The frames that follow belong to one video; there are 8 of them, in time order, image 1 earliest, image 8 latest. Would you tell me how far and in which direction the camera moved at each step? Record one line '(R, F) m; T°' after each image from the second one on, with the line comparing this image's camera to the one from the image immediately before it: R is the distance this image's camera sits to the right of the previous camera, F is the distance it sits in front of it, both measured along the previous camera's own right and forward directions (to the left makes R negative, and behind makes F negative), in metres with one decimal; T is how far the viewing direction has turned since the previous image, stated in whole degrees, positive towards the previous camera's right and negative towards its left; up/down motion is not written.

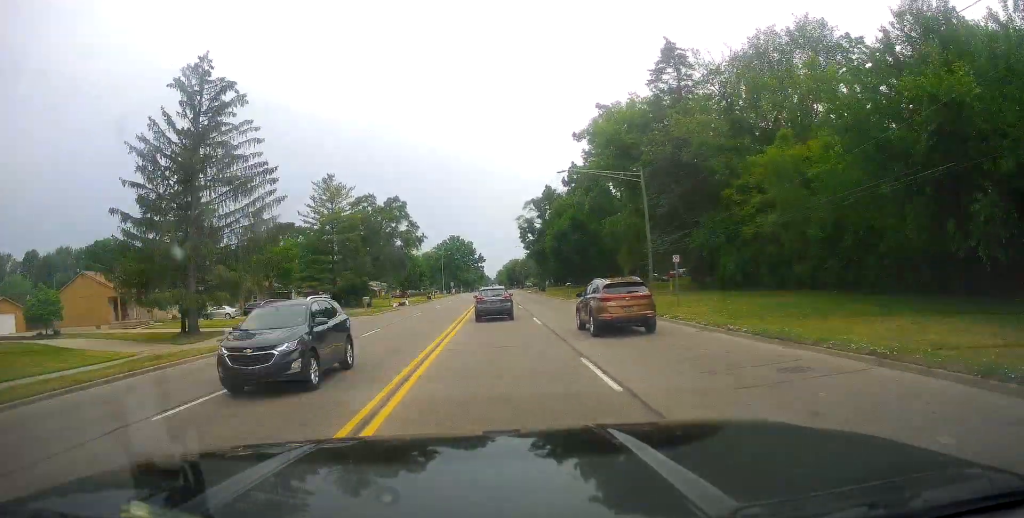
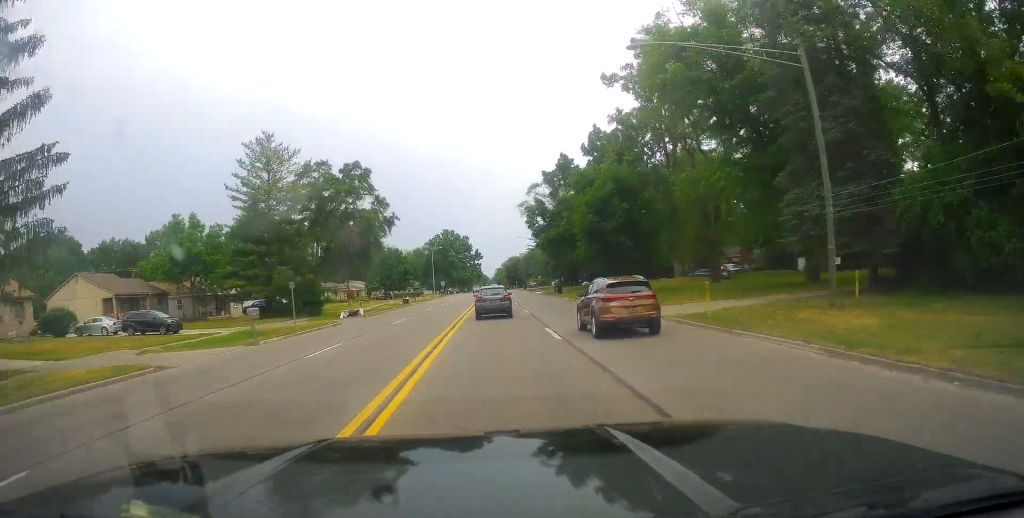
(+0.6, +22.0) m; 0°
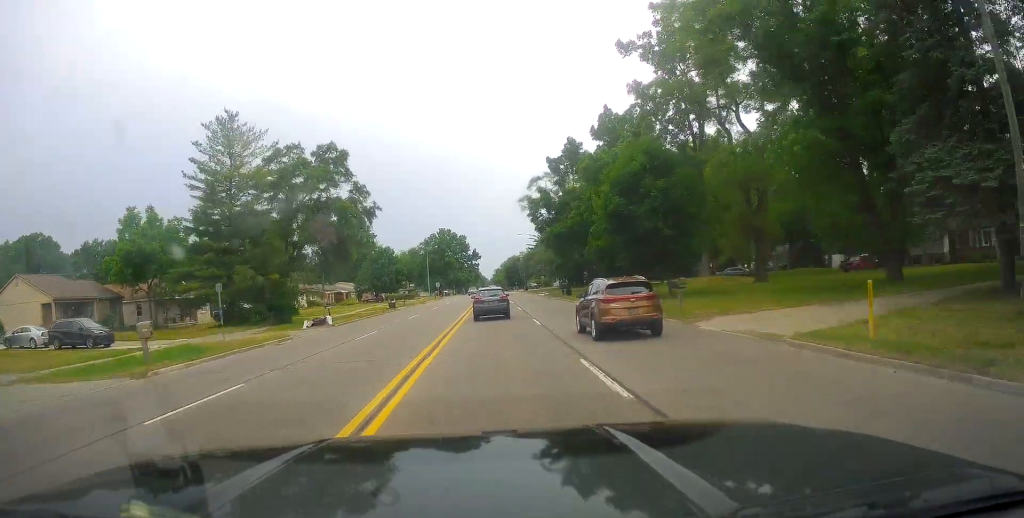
(-0.4, +8.4) m; 0°
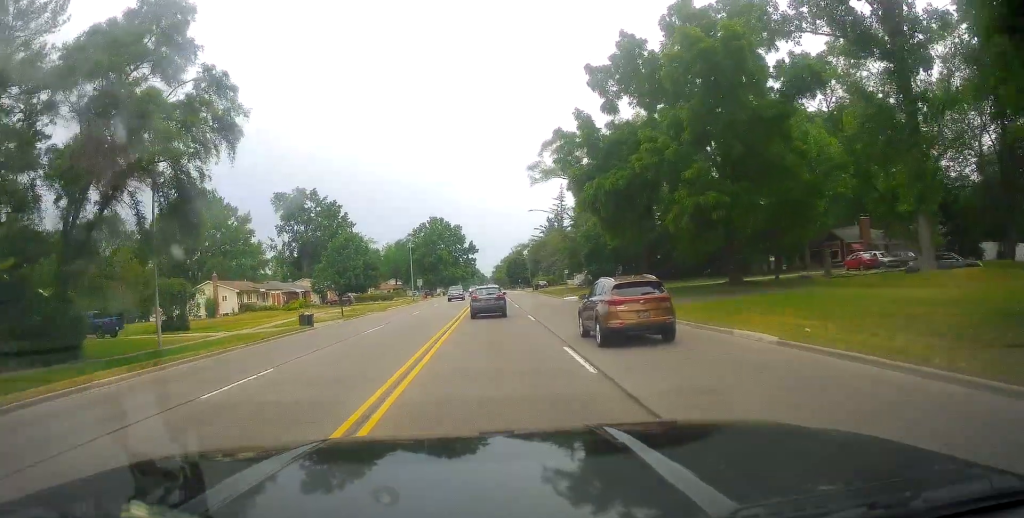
(+0.6, +28.2) m; +1°
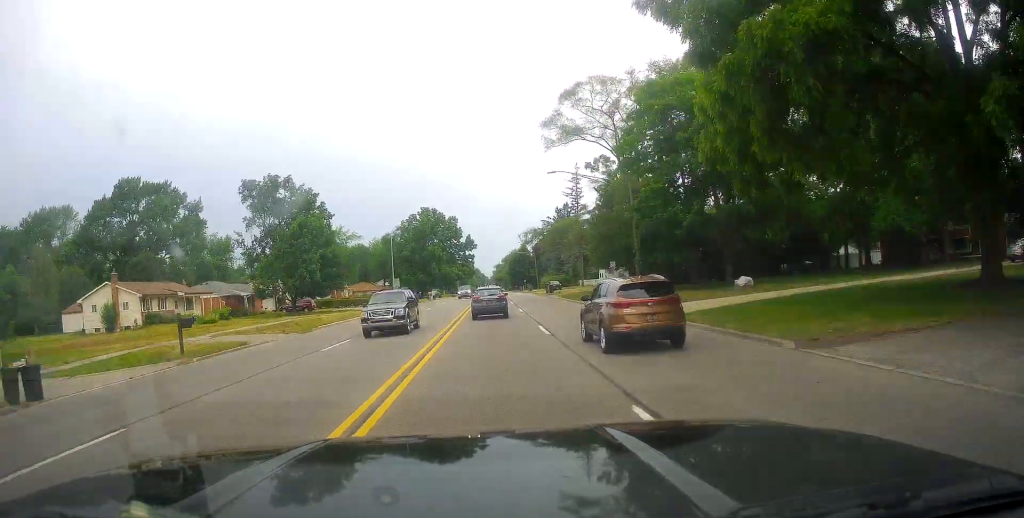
(0.0, +22.8) m; -1°
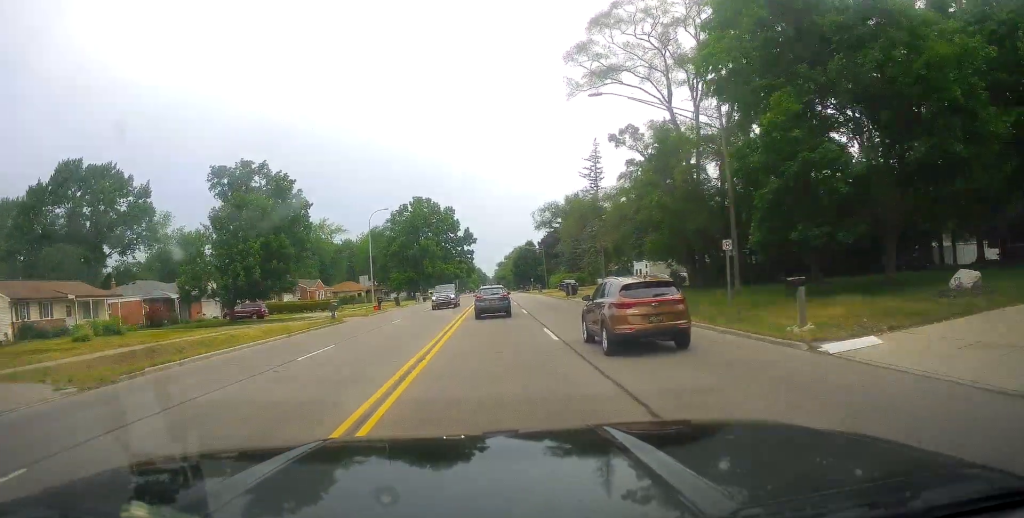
(-0.3, +17.8) m; -1°
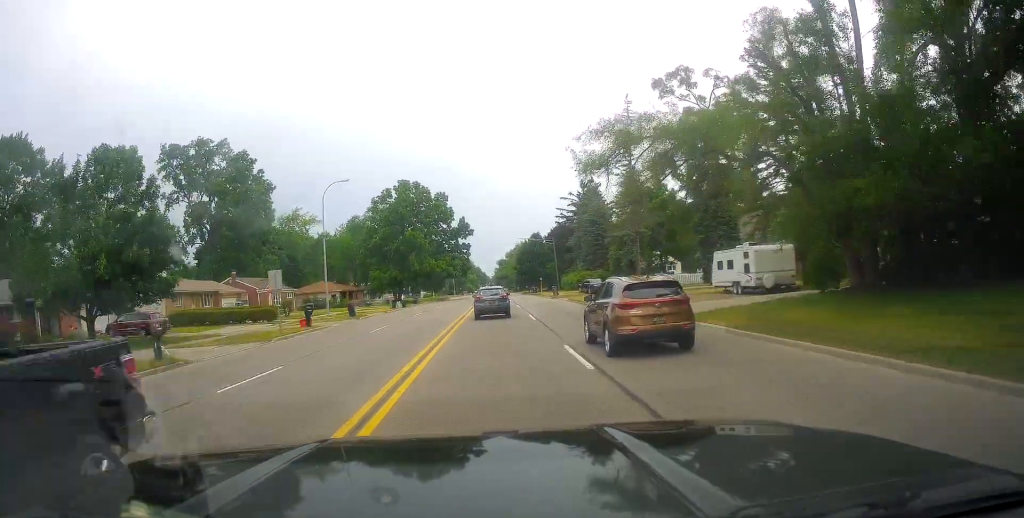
(+0.2, +20.7) m; +2°
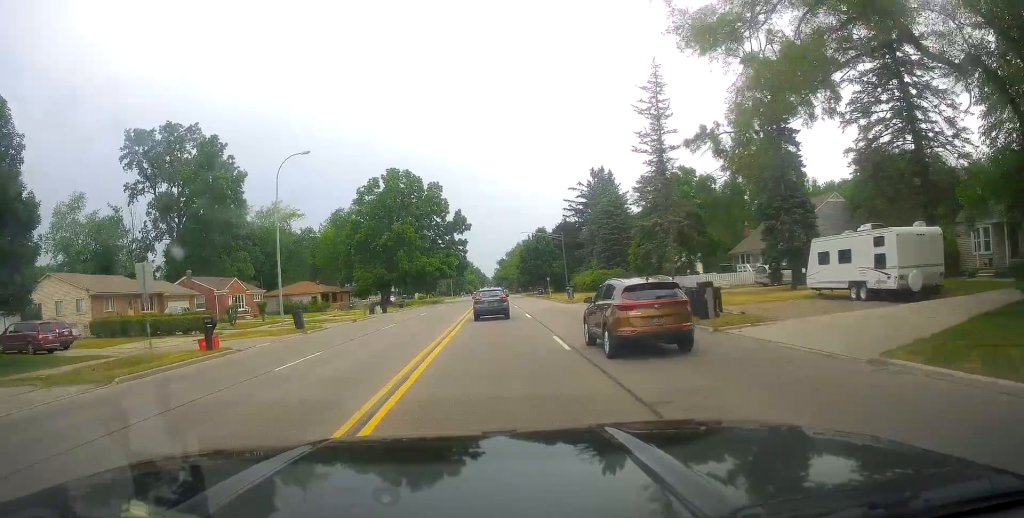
(+0.1, +12.0) m; +1°
